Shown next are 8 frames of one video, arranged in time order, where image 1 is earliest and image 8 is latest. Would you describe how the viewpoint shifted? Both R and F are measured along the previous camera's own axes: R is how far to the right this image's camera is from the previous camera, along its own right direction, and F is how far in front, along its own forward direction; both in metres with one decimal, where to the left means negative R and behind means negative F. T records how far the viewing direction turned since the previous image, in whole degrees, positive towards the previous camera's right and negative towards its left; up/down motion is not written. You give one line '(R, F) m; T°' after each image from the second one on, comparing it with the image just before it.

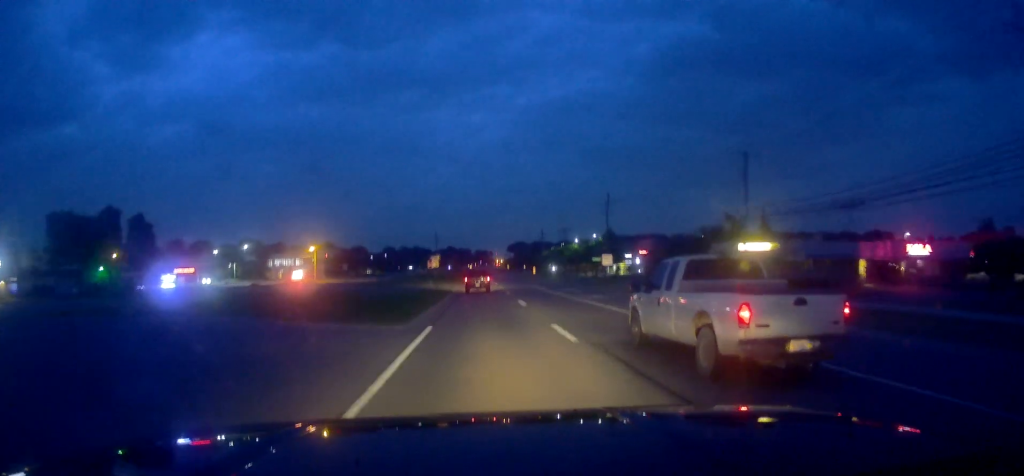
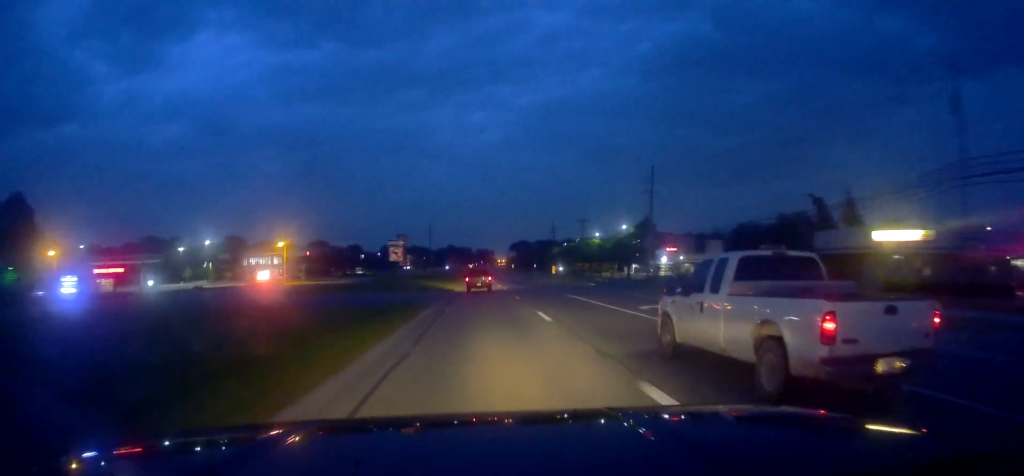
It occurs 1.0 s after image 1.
(+0.2, +23.1) m; +1°
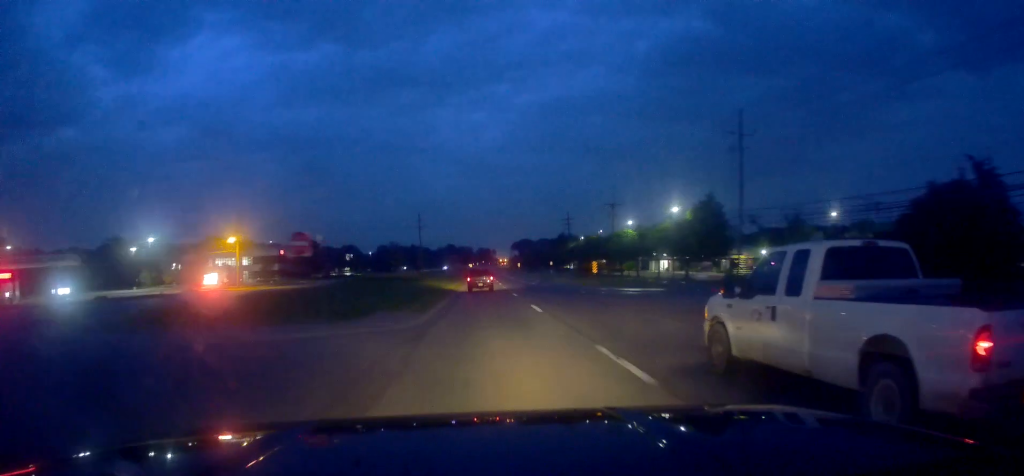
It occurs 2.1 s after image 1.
(+0.3, +26.1) m; 0°
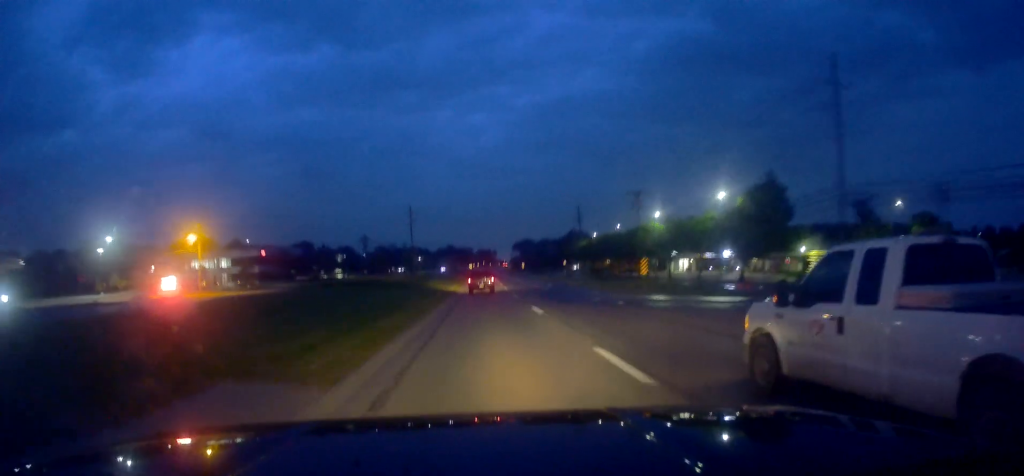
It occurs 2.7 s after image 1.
(0.0, +14.5) m; -1°
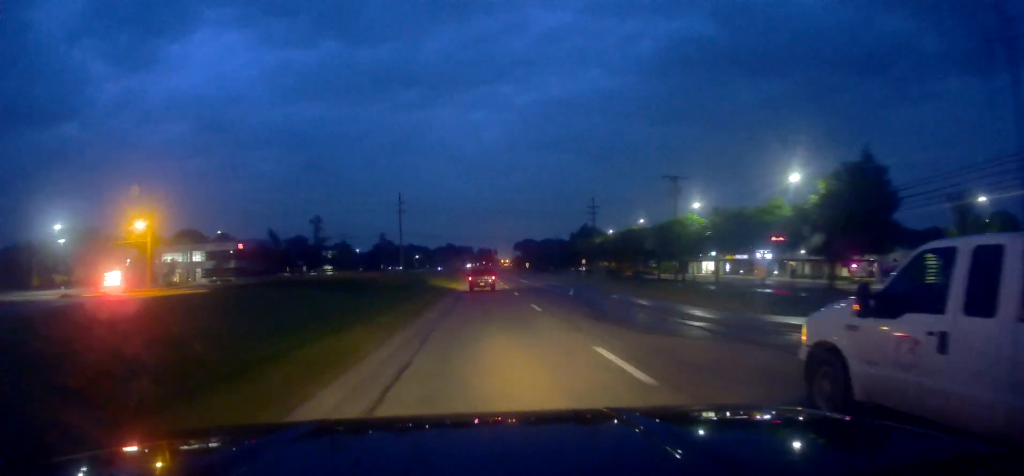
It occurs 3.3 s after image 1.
(-0.4, +14.6) m; 0°
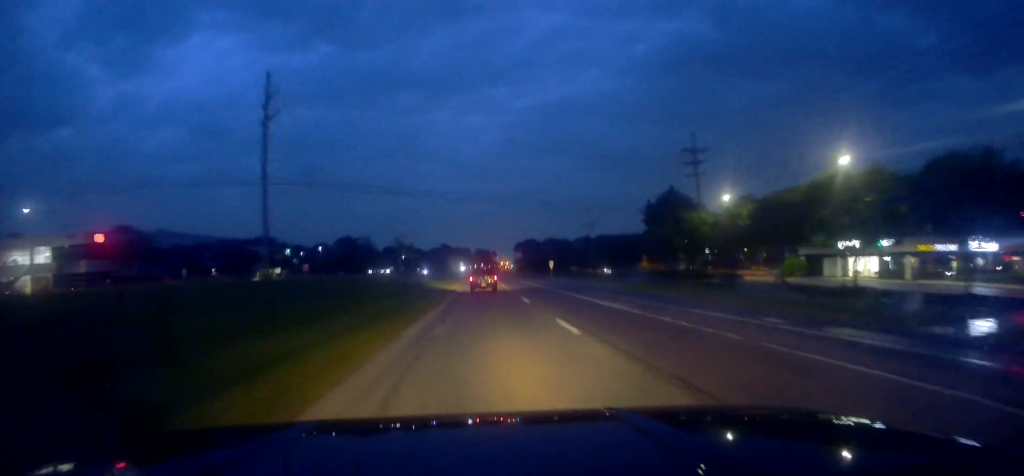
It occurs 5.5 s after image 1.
(+0.7, +53.2) m; +1°
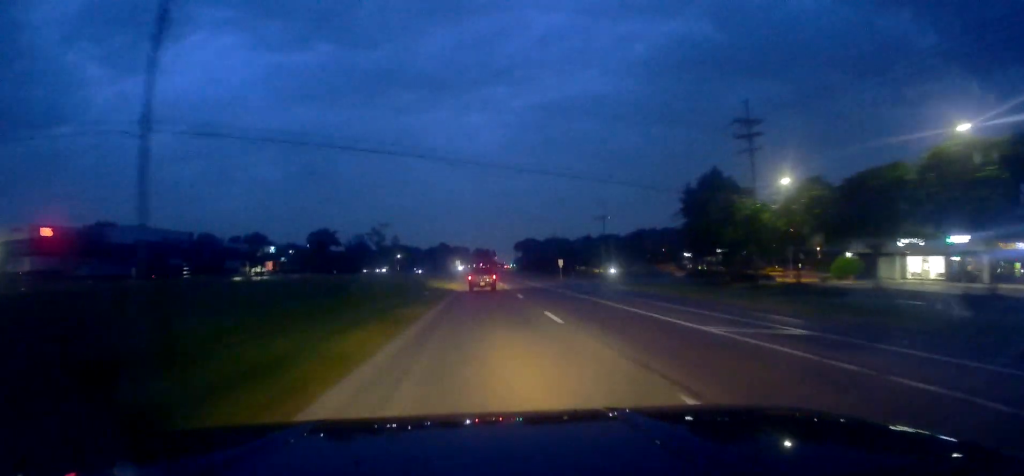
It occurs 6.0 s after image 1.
(-0.1, +12.5) m; 0°
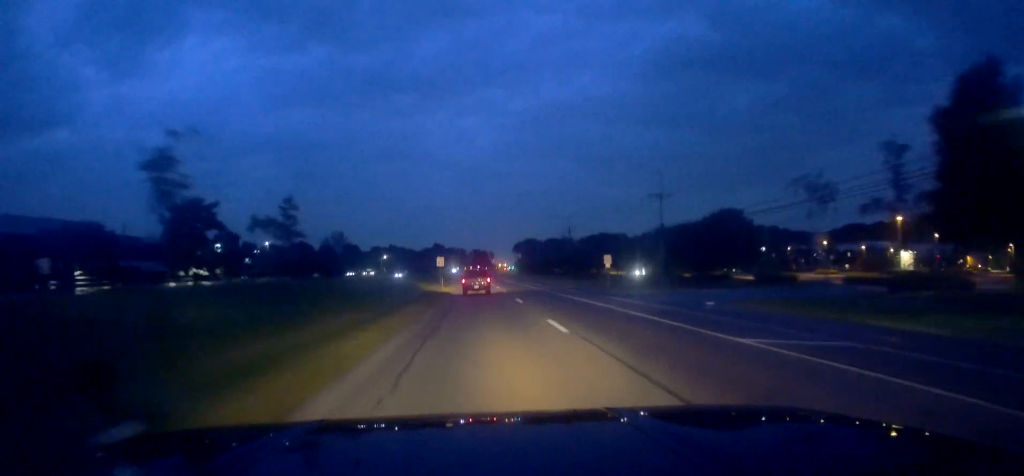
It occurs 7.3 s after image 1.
(0.0, +33.4) m; +1°
